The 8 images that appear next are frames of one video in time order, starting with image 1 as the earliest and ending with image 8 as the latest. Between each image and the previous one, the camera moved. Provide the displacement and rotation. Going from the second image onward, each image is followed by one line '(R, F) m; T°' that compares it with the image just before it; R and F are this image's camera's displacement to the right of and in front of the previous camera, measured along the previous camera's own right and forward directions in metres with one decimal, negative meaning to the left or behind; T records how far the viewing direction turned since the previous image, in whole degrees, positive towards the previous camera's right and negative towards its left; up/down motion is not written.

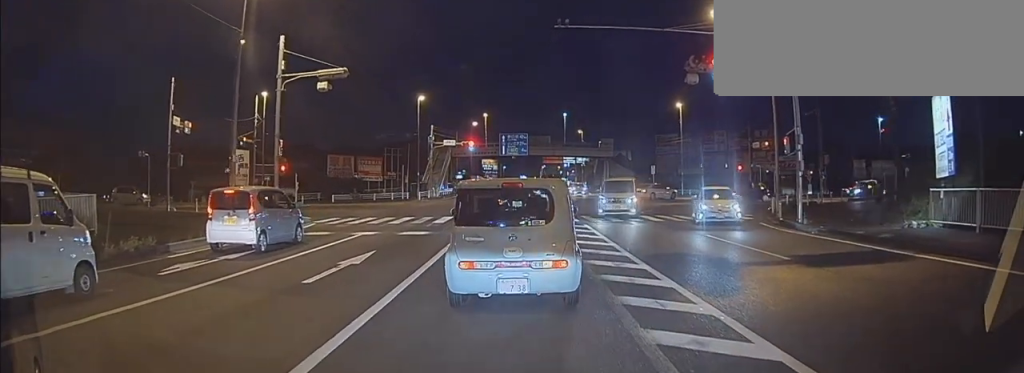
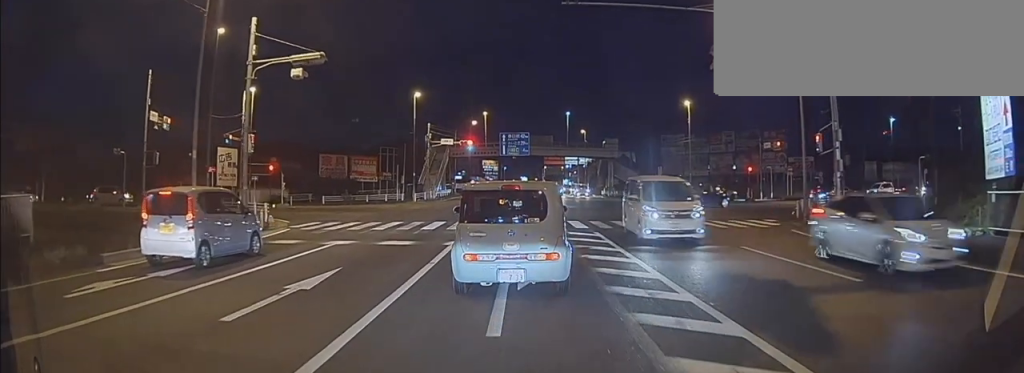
(0.0, +4.2) m; 0°
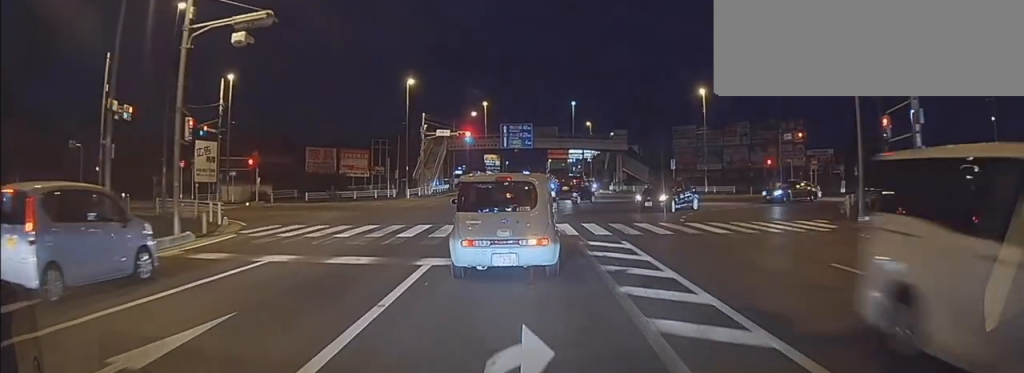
(+0.1, +6.8) m; +1°
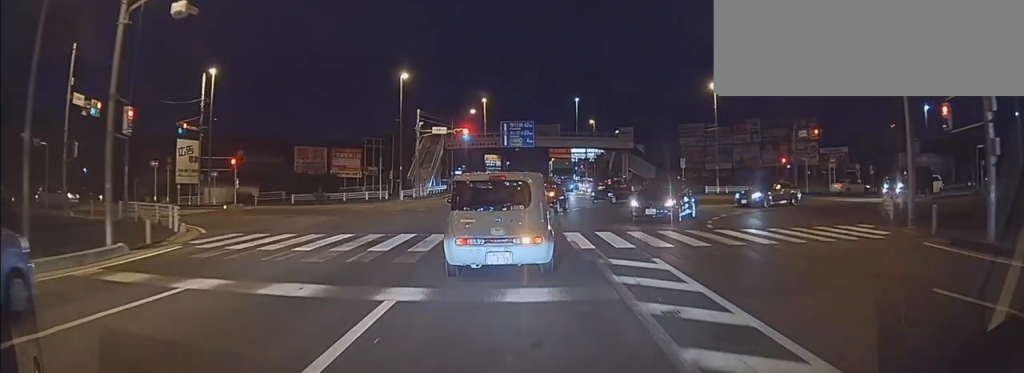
(+0.1, +5.2) m; 0°
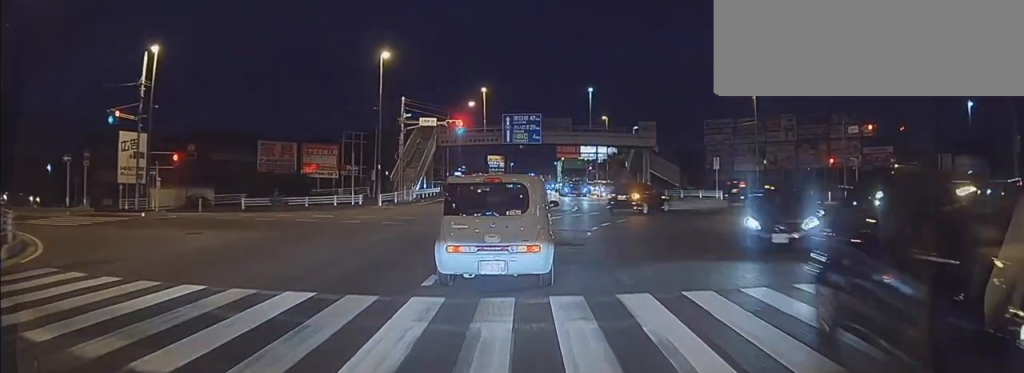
(-0.4, +16.1) m; -2°
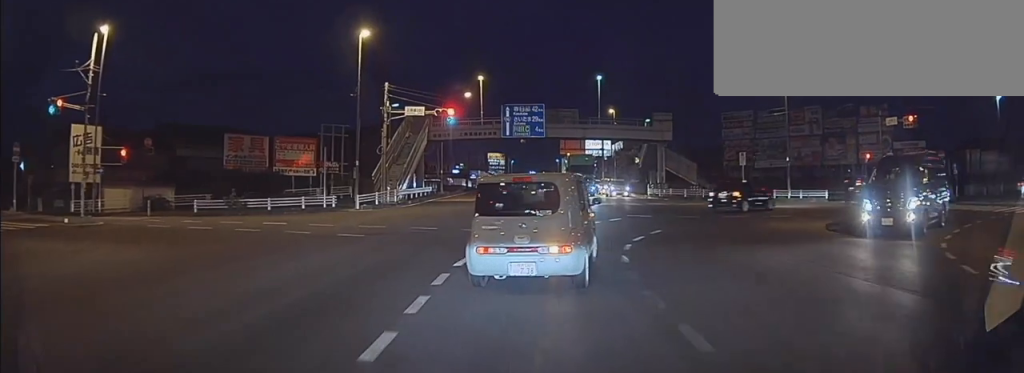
(0.0, +12.4) m; 0°
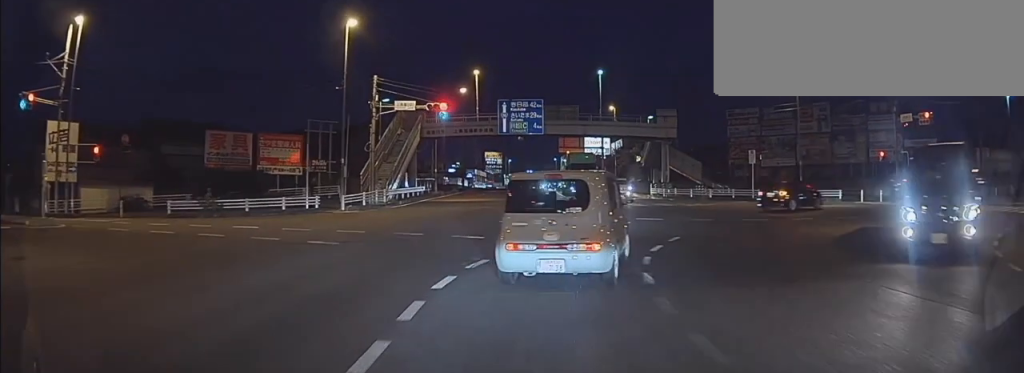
(0.0, +5.6) m; 0°
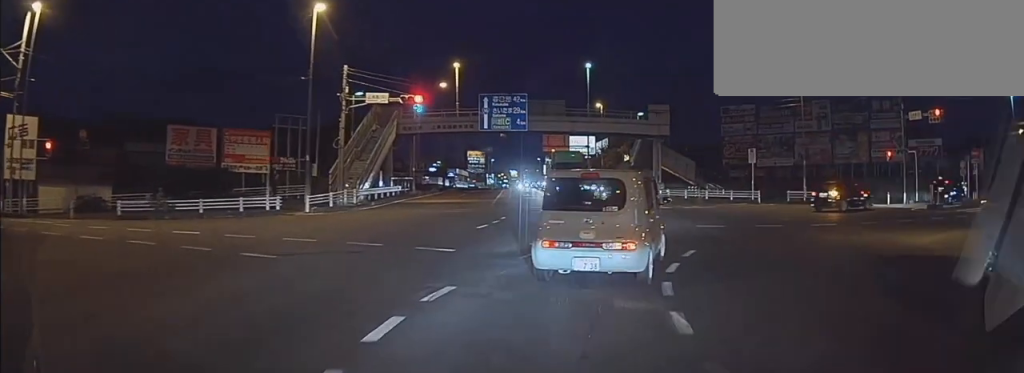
(0.0, +7.1) m; 0°
